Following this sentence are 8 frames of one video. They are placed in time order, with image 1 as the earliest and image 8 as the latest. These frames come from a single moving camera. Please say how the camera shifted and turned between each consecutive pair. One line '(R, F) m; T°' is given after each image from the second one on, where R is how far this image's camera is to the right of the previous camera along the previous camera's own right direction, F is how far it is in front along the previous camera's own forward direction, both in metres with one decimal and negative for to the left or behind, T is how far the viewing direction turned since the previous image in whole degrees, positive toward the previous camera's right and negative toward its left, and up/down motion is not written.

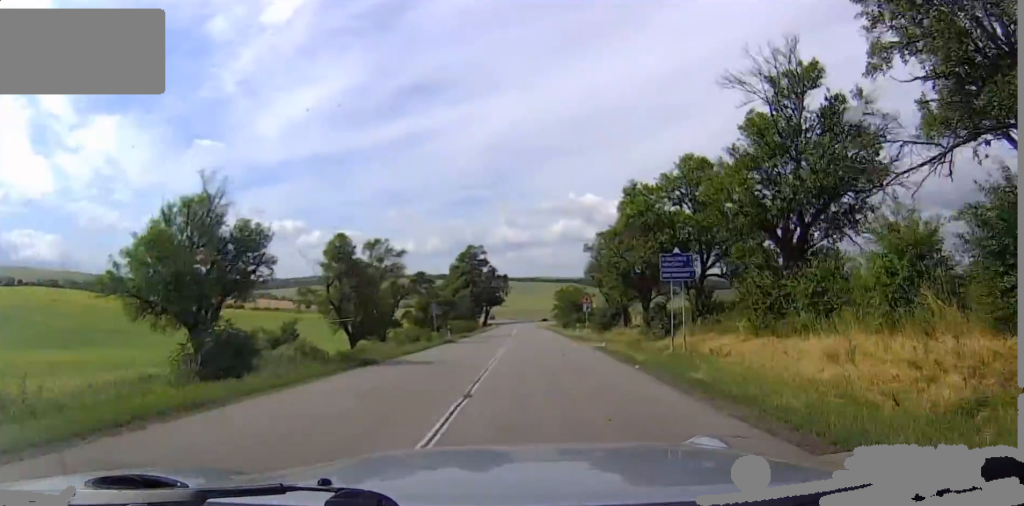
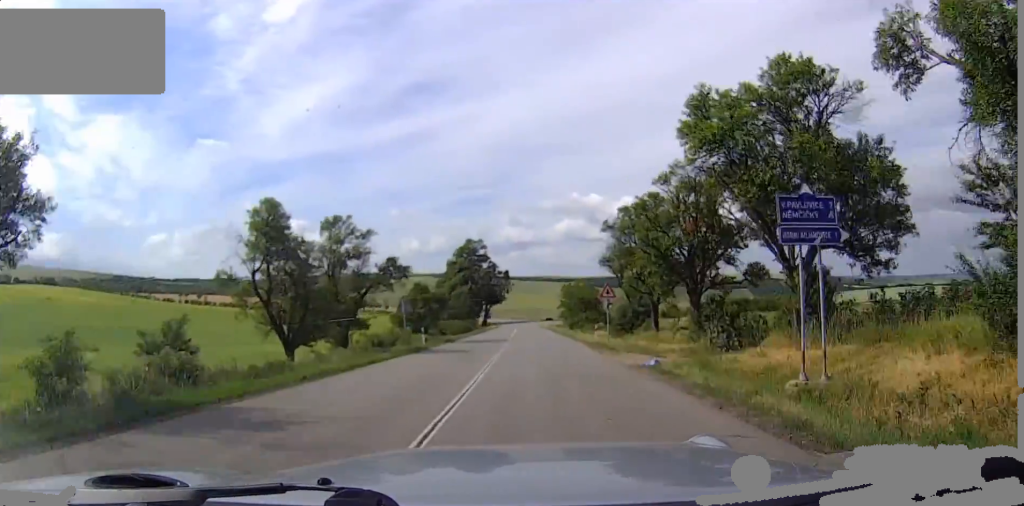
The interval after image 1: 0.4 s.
(0.0, +11.4) m; 0°
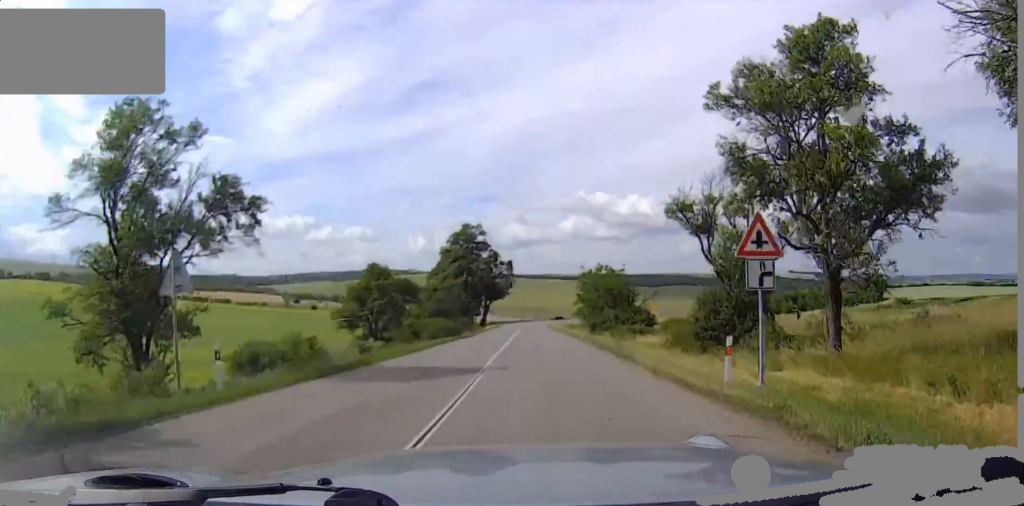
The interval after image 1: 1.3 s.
(0.0, +22.5) m; 0°
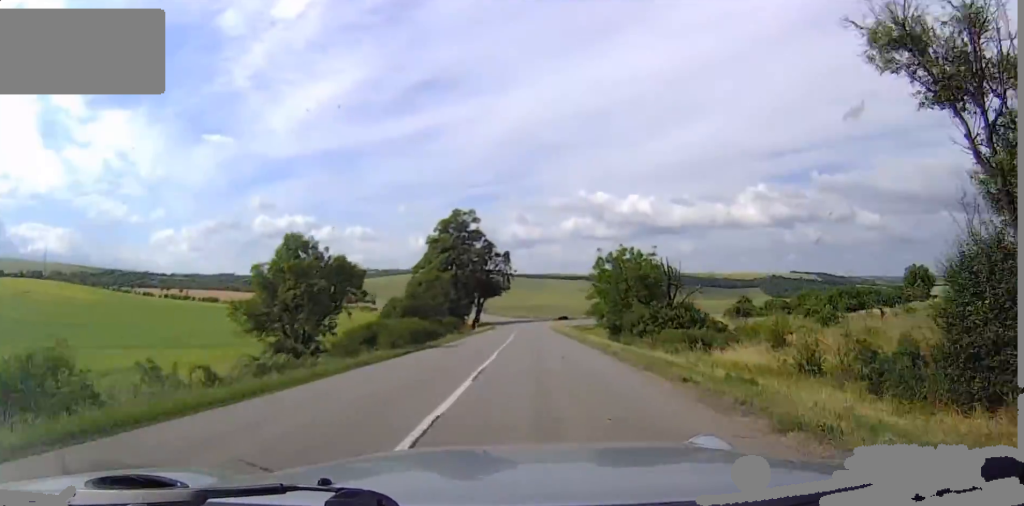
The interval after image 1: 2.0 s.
(0.0, +17.2) m; 0°
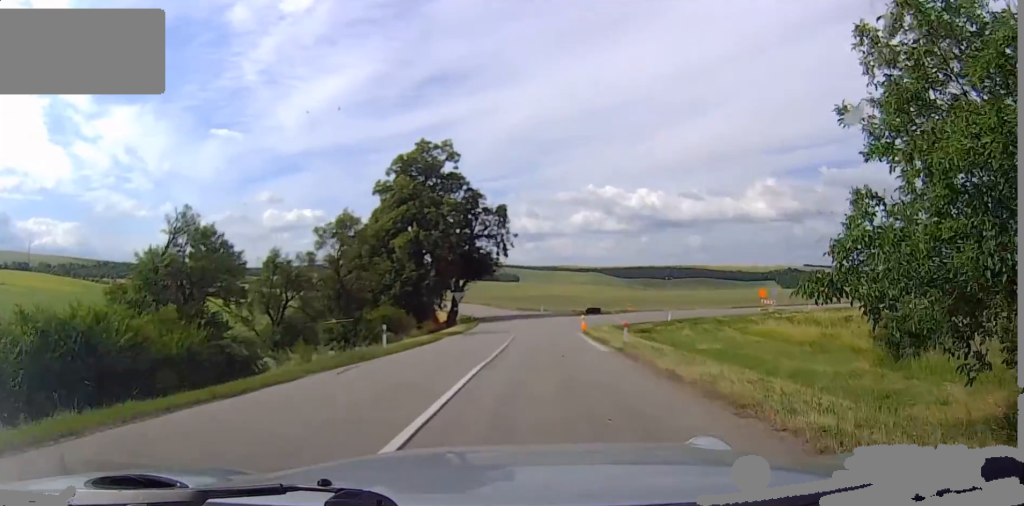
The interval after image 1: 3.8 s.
(0.0, +46.3) m; 0°
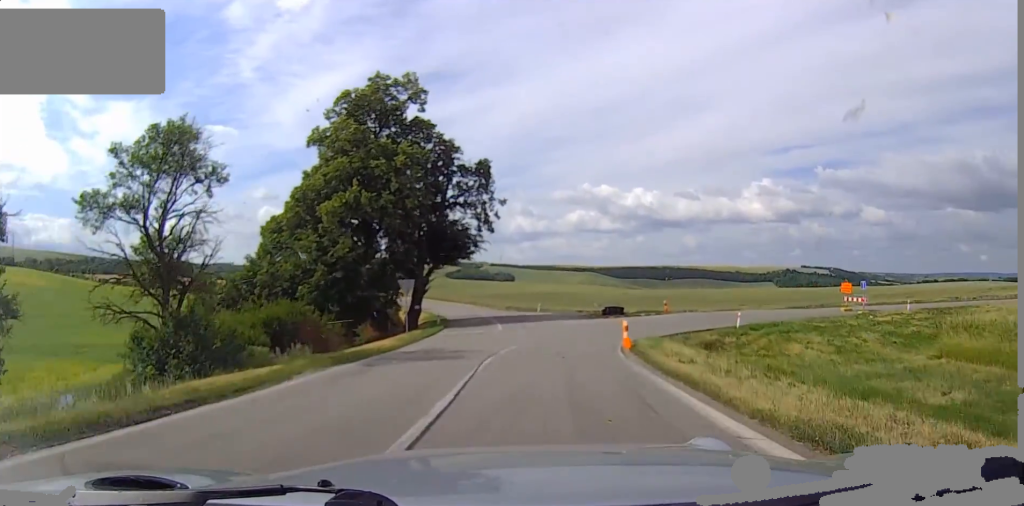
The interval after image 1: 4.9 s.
(0.0, +25.9) m; 0°
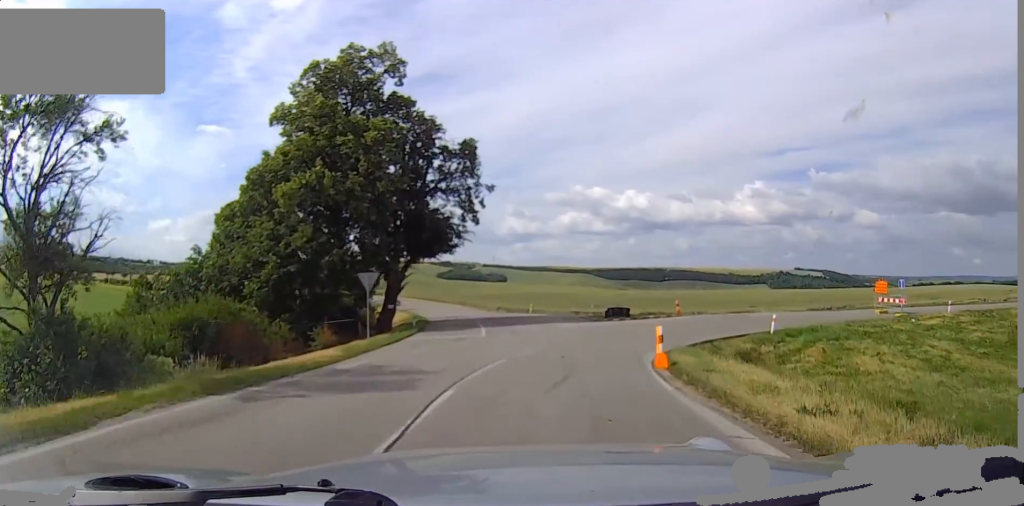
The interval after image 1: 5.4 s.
(0.0, +8.9) m; 0°
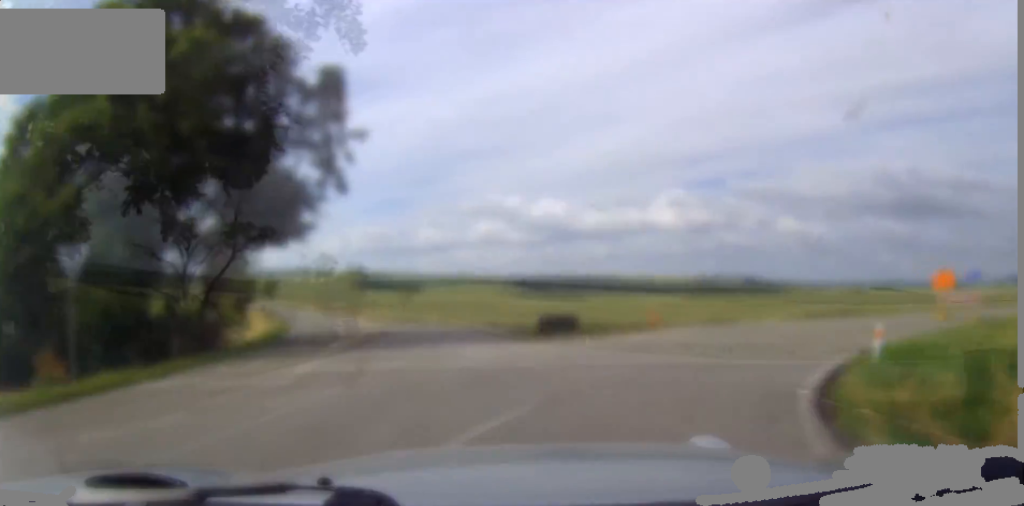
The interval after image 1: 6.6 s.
(0.0, +22.8) m; 0°
